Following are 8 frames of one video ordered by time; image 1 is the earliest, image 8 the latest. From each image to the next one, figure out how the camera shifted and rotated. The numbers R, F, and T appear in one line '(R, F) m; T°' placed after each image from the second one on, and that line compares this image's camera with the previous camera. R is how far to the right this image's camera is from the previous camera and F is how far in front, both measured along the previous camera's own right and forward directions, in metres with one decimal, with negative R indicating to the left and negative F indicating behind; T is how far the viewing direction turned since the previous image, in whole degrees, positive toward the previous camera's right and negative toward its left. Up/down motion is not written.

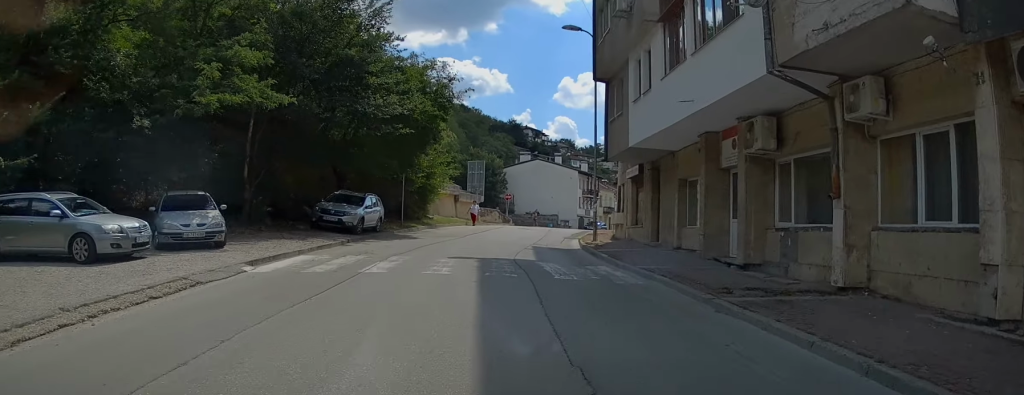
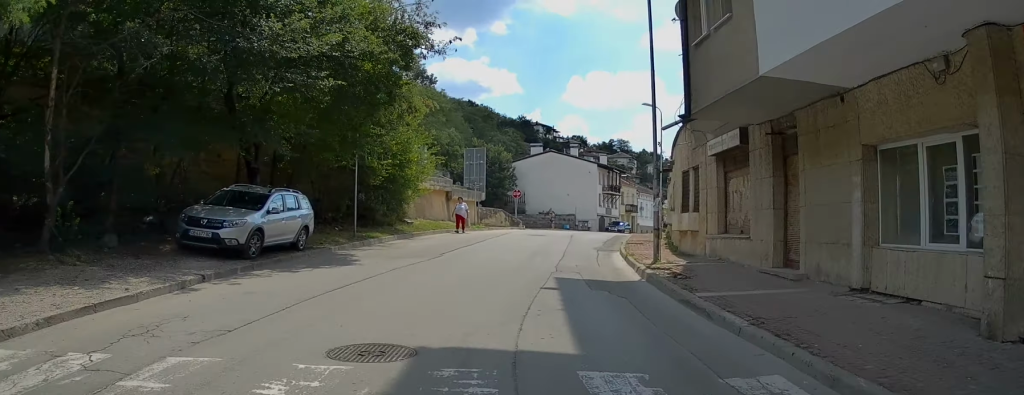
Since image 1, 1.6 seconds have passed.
(-0.3, +10.0) m; -1°
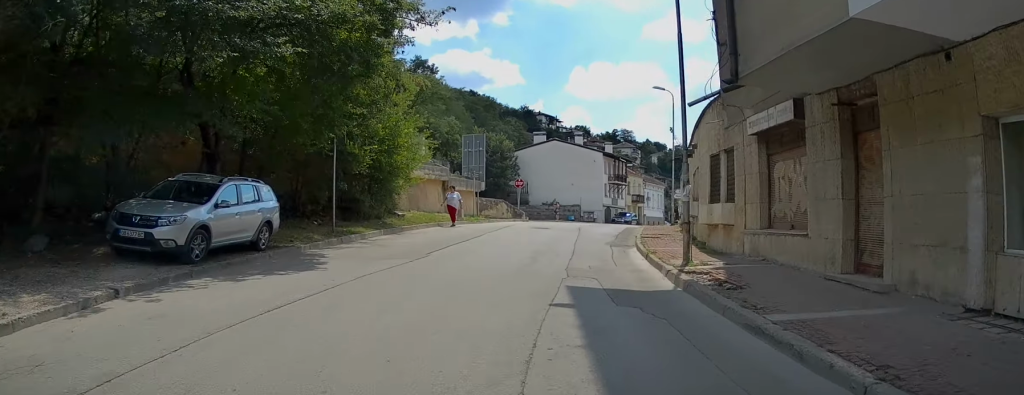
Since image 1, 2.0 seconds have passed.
(0.0, +2.7) m; +1°
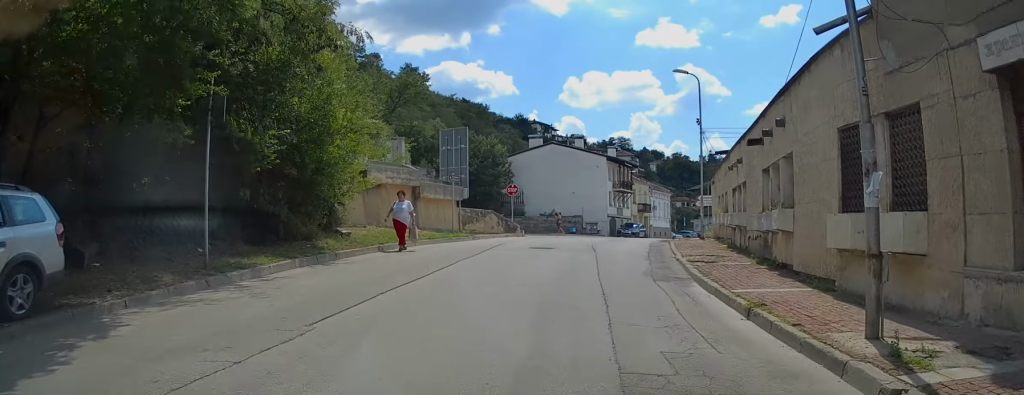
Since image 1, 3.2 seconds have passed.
(+0.1, +7.1) m; -1°
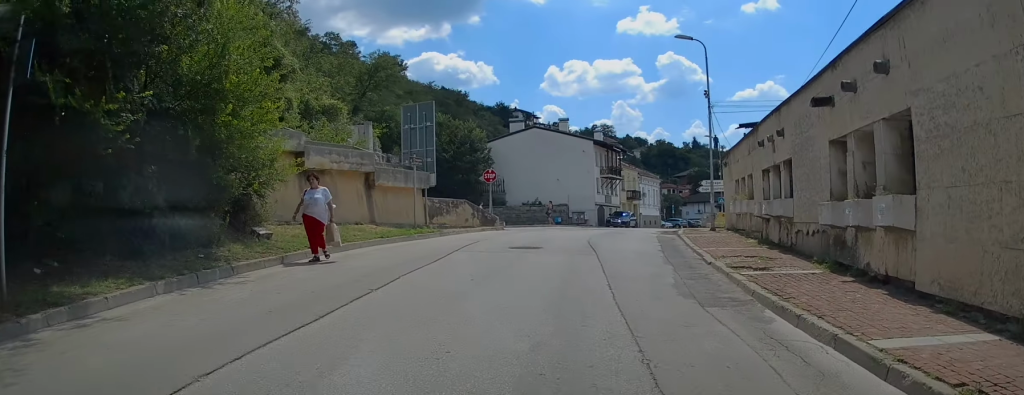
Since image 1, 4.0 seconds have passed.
(-0.2, +4.2) m; +1°
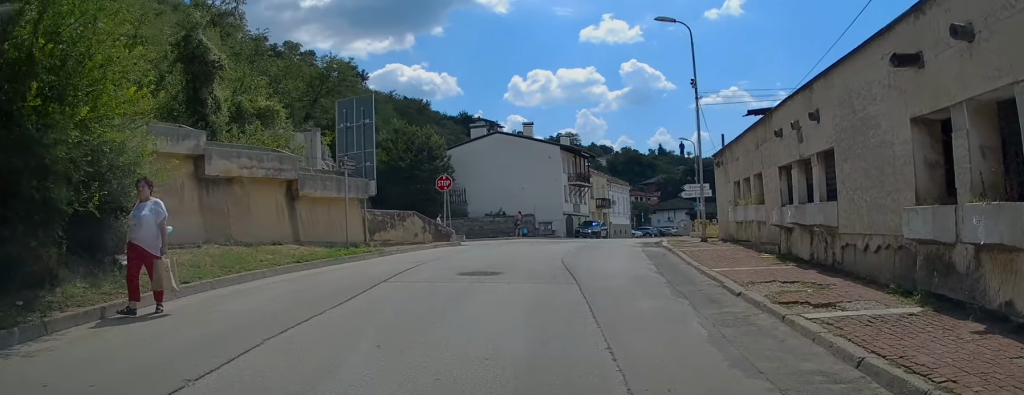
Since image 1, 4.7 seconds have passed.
(+0.3, +3.4) m; +8°
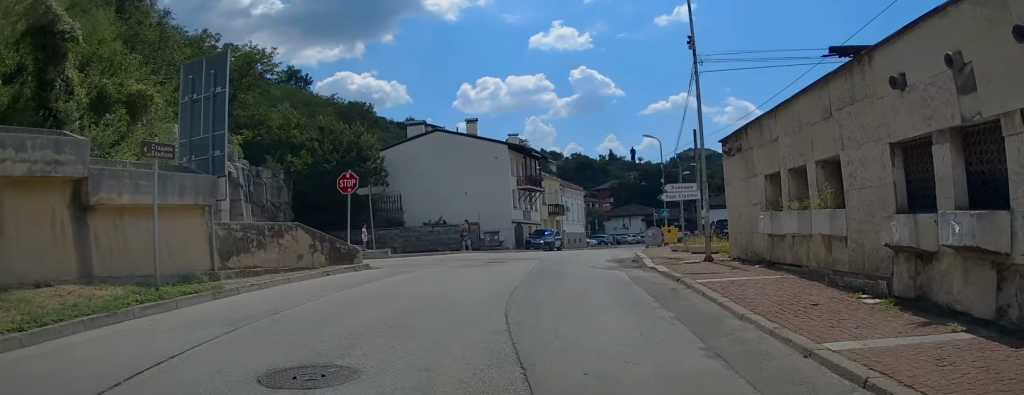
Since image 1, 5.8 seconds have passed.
(+0.7, +5.9) m; +7°
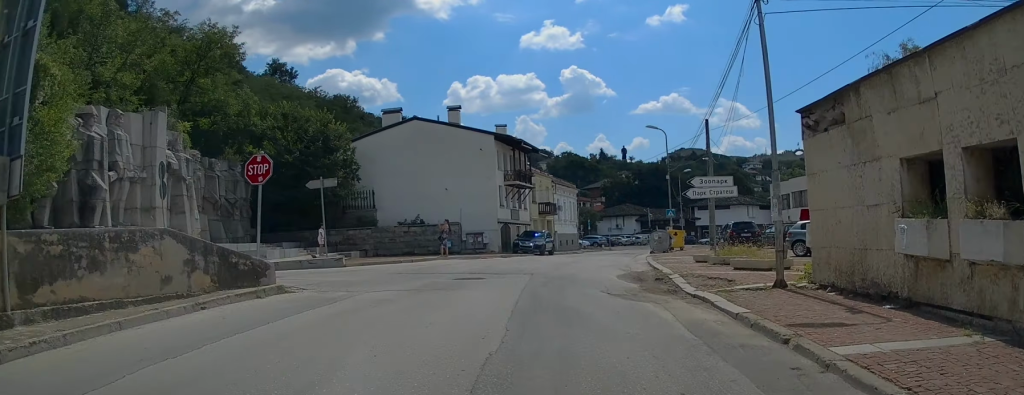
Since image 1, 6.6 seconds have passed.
(0.0, +5.0) m; -2°
